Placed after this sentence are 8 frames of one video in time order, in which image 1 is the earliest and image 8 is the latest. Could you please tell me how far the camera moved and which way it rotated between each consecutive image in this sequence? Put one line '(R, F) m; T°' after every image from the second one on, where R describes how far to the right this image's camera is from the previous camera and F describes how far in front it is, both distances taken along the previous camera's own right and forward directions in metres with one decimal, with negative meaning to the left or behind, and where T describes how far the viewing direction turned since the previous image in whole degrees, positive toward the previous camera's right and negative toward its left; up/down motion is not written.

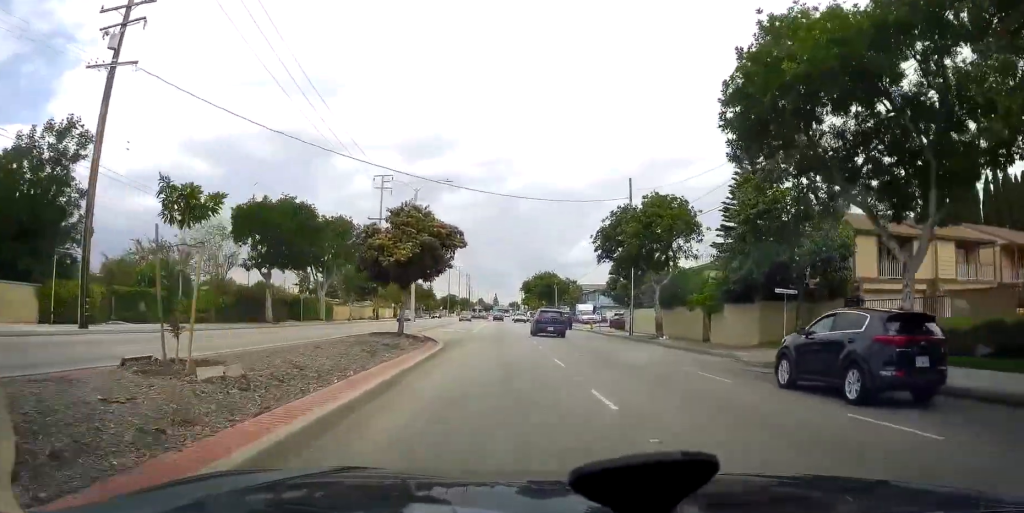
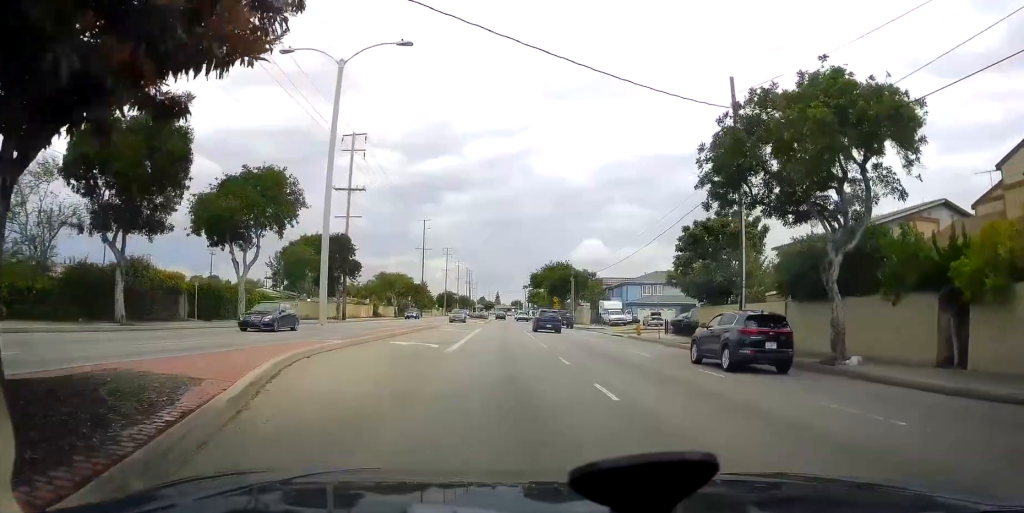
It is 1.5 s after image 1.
(0.0, +20.7) m; 0°
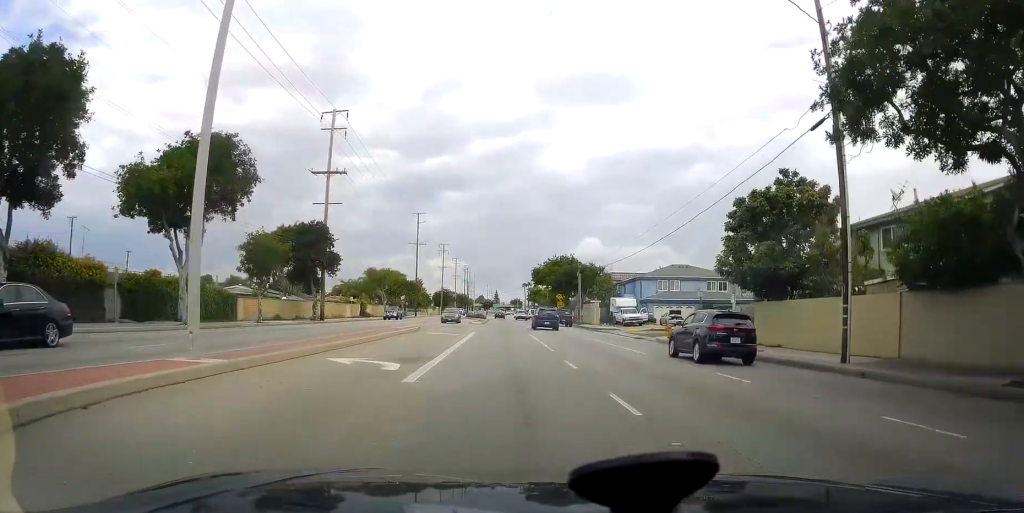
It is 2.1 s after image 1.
(0.0, +8.2) m; 0°
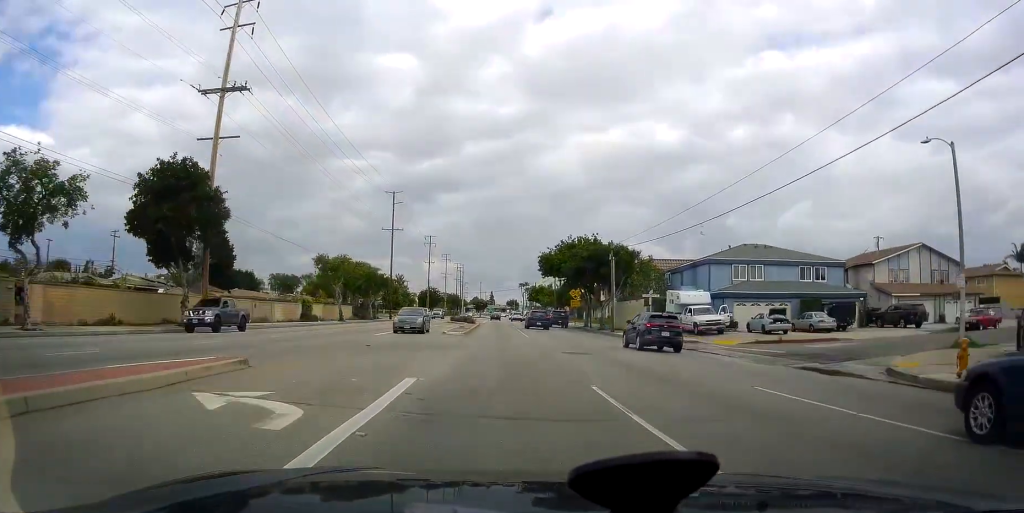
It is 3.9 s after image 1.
(0.0, +24.8) m; 0°
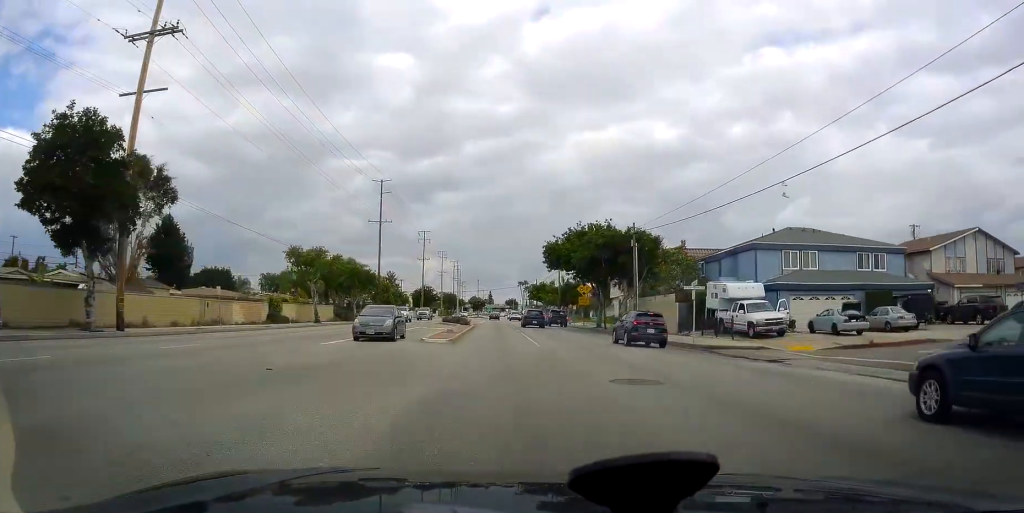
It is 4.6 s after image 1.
(0.0, +9.2) m; 0°
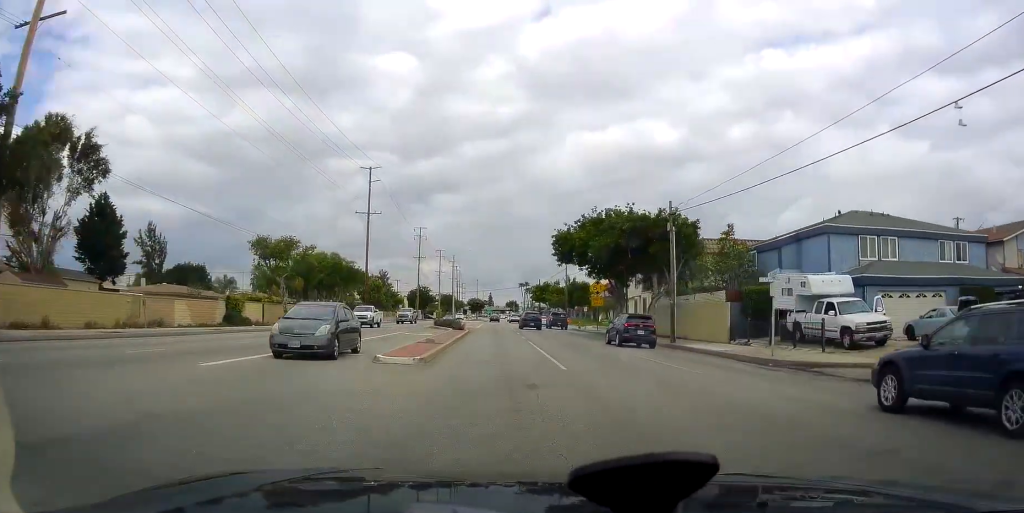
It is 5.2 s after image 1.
(0.0, +9.2) m; 0°
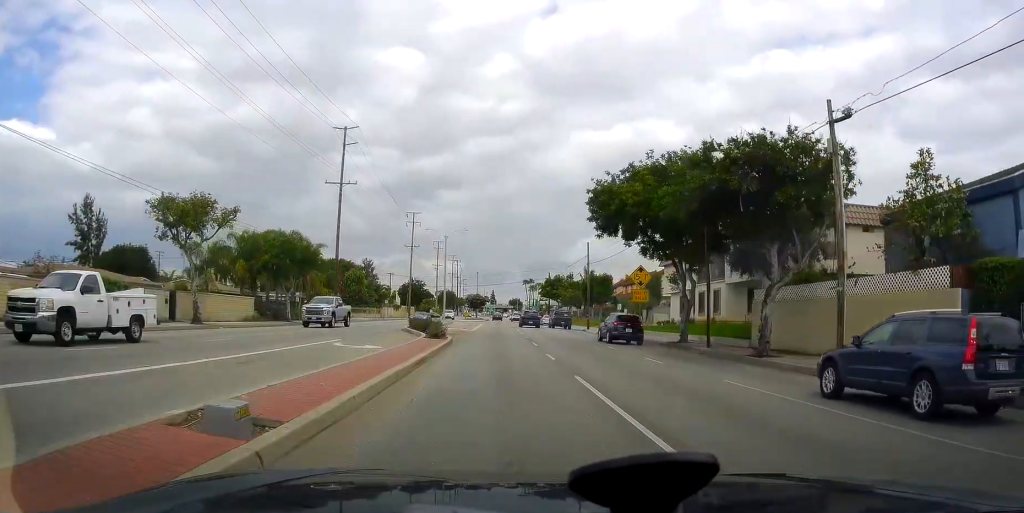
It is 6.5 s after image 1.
(0.0, +17.4) m; -1°
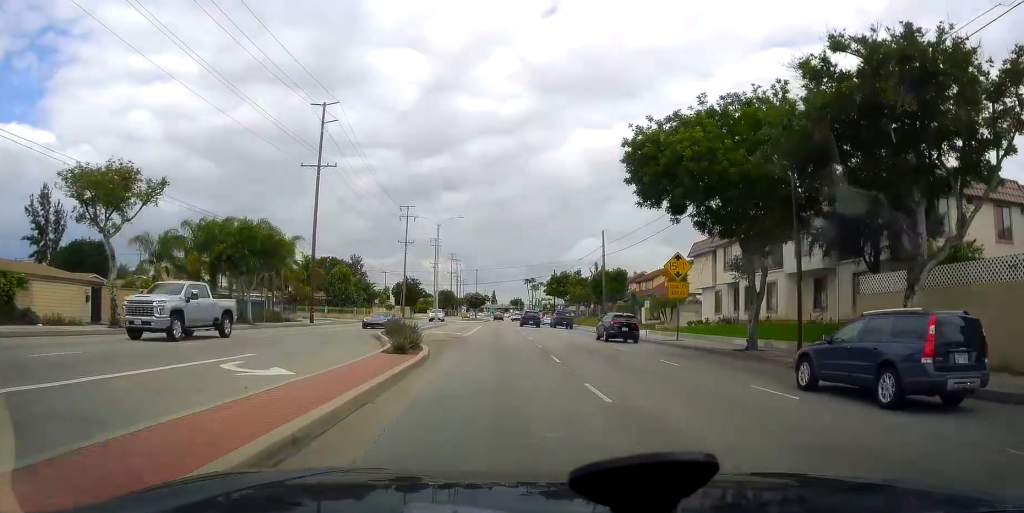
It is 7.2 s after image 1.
(0.0, +9.1) m; -1°
